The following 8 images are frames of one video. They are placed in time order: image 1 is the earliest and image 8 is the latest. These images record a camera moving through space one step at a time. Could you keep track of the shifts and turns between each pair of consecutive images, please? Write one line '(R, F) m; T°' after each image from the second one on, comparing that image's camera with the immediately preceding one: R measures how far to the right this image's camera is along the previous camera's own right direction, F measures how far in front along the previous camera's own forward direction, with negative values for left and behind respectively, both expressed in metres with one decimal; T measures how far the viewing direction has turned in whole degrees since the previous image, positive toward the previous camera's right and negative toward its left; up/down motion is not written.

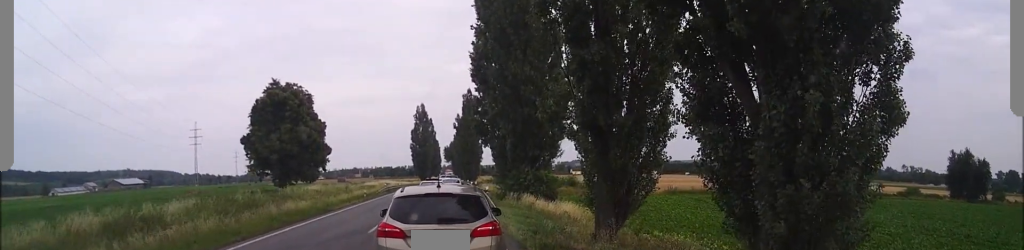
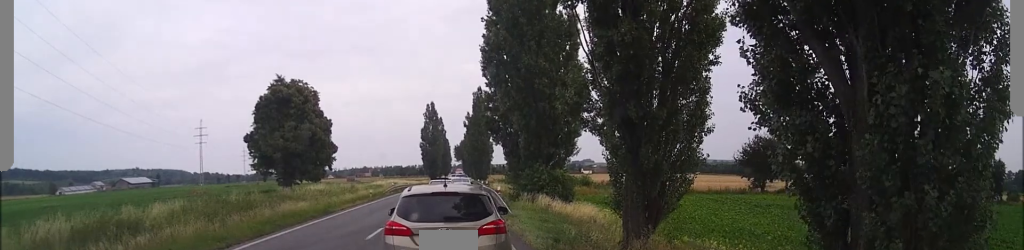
(-0.2, +2.4) m; +2°
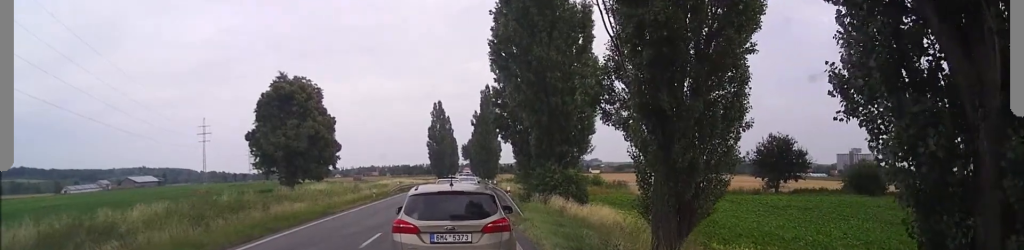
(0.0, +2.0) m; +1°
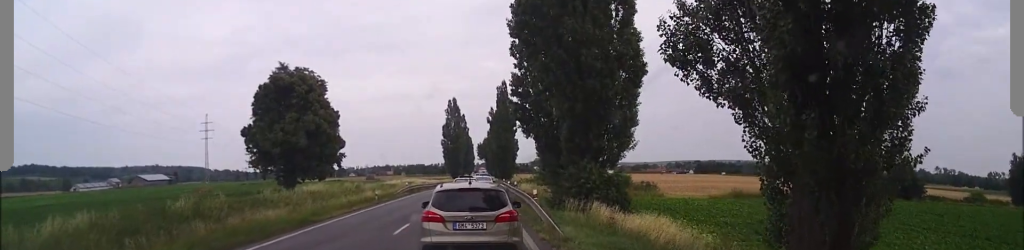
(0.0, +6.0) m; +3°
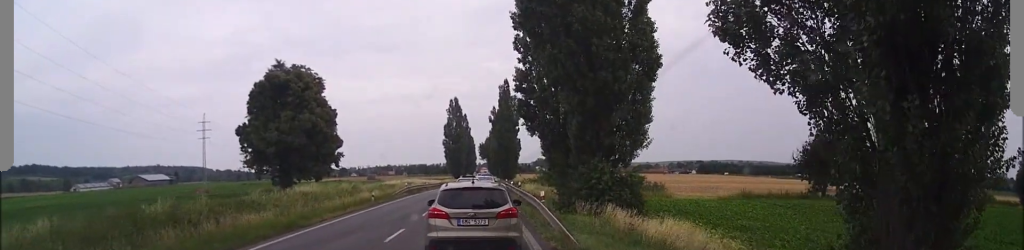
(+0.4, +2.0) m; -2°
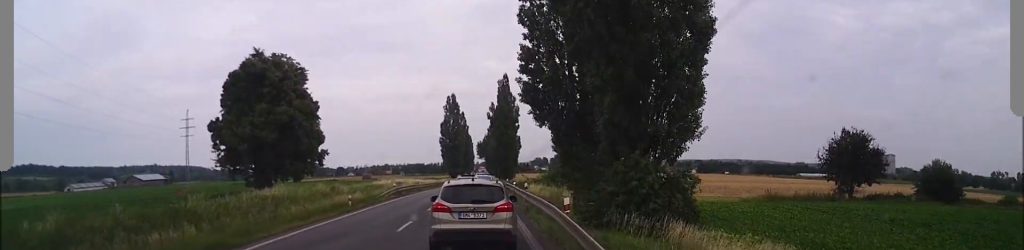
(-0.4, +6.2) m; 0°
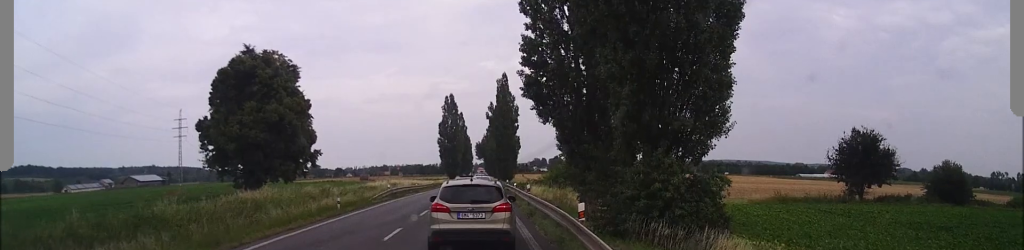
(+0.2, +2.3) m; +2°
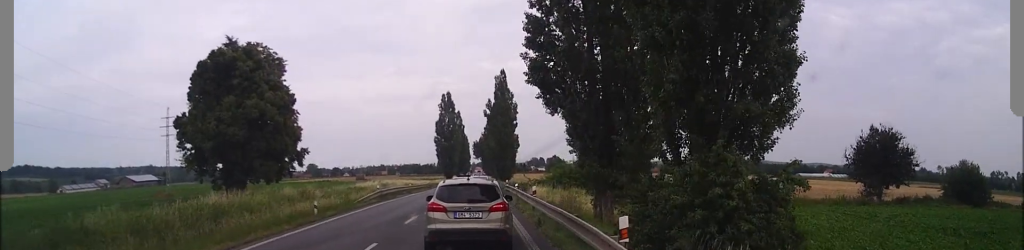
(-0.1, +4.0) m; -4°
